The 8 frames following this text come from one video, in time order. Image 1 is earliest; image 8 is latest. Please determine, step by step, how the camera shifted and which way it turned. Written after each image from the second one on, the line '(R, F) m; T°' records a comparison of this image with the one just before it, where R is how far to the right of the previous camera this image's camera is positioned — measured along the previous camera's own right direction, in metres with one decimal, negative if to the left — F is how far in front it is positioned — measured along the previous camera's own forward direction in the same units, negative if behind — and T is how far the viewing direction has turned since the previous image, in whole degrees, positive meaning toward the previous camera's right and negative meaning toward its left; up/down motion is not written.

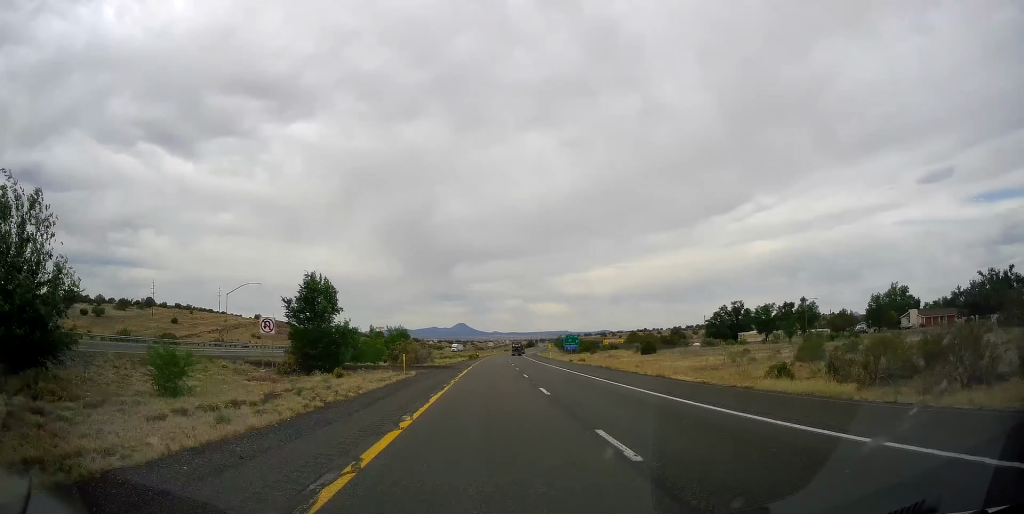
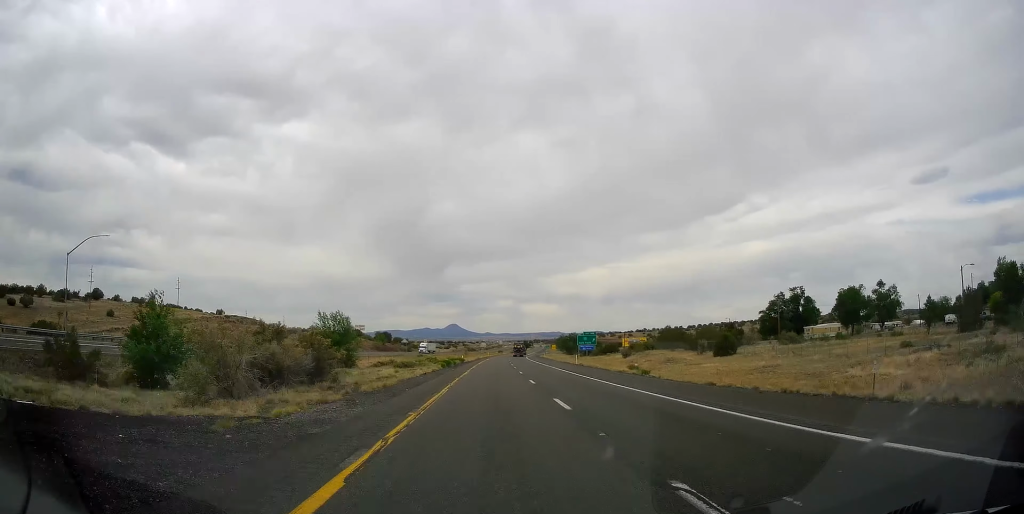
(+0.2, +41.7) m; +1°
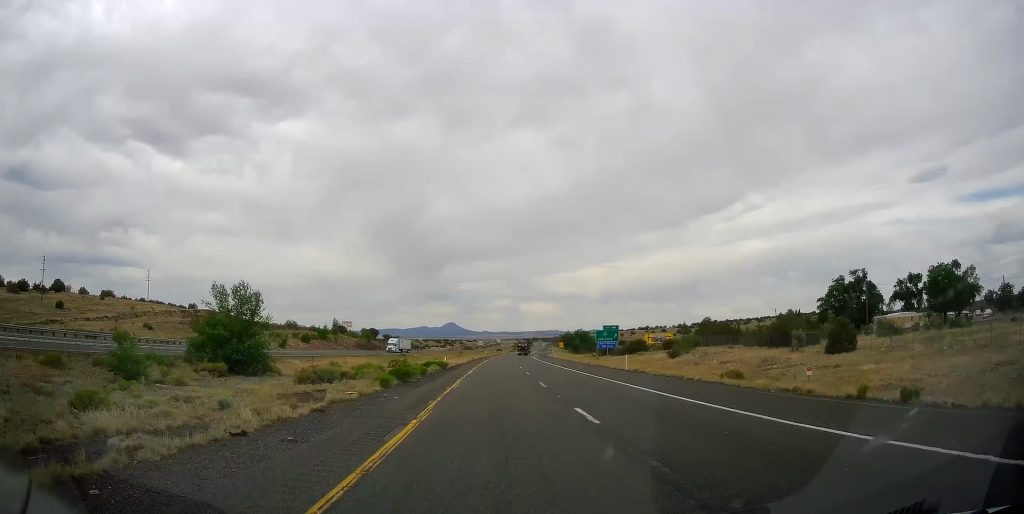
(+0.4, +27.8) m; +1°
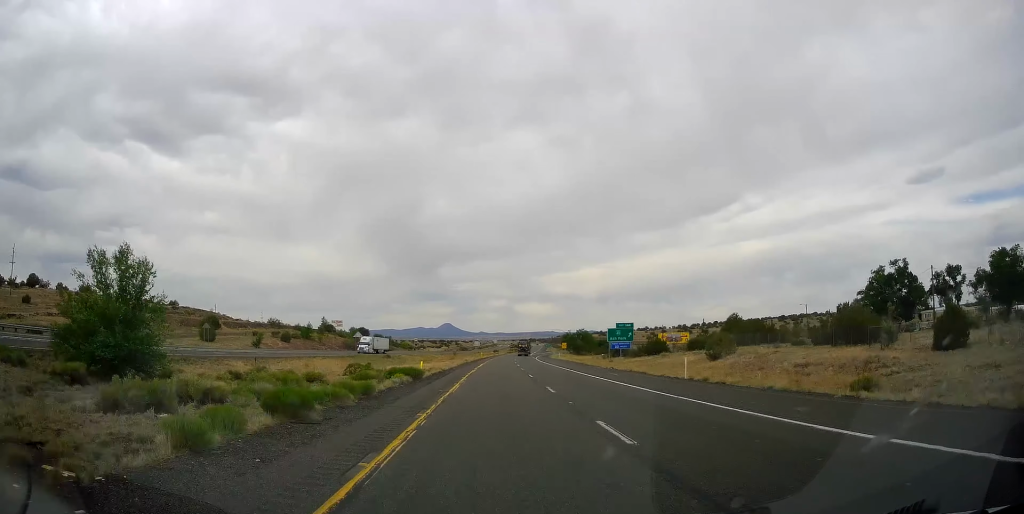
(-0.2, +15.1) m; 0°
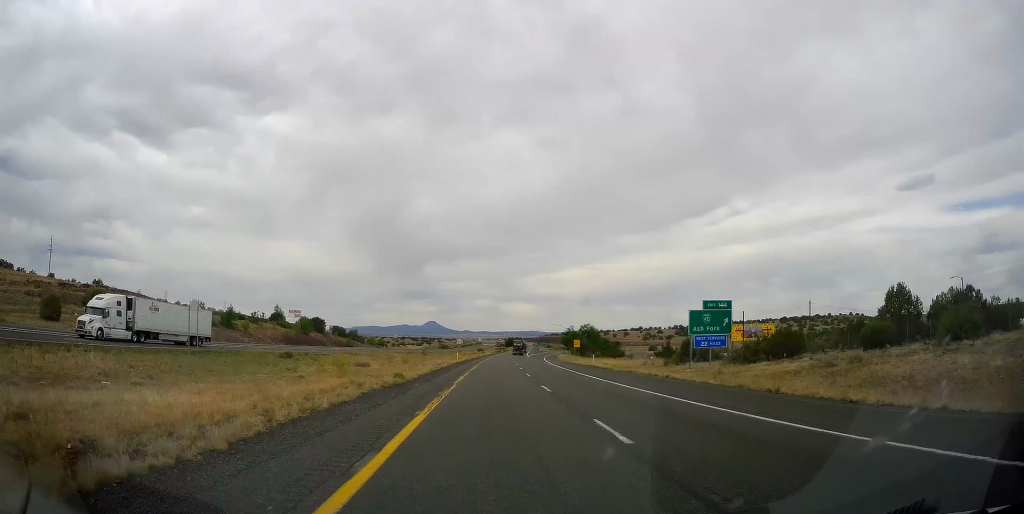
(+0.3, +48.8) m; +1°
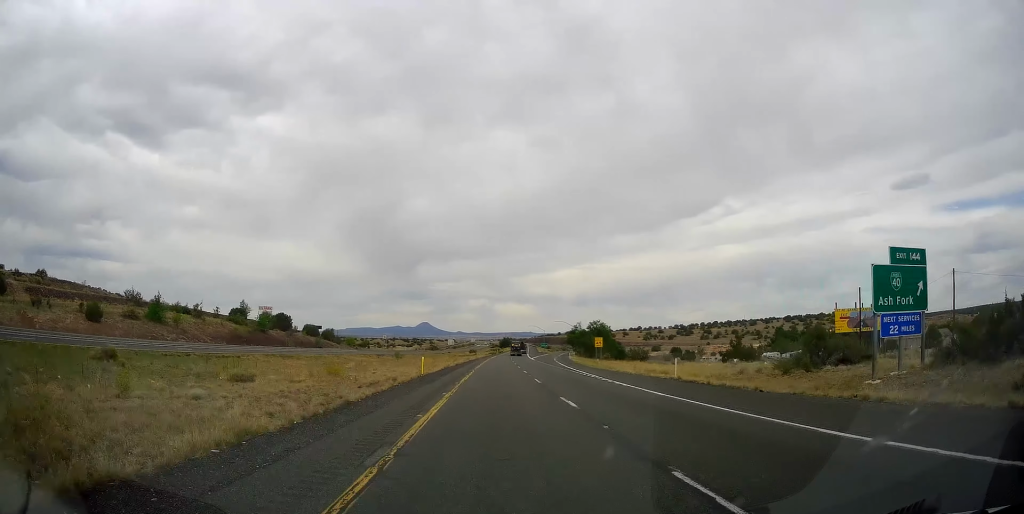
(+0.1, +30.1) m; +1°
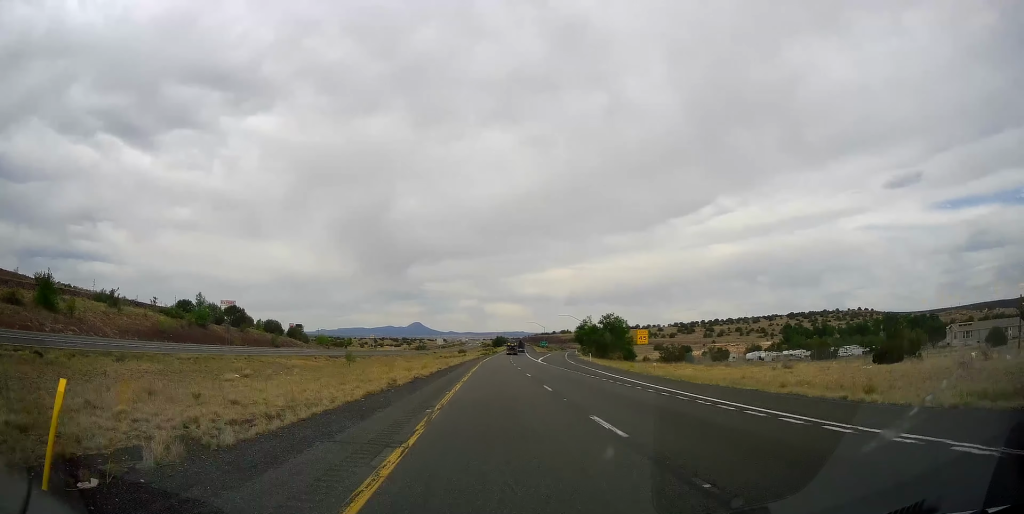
(+0.3, +30.3) m; +1°
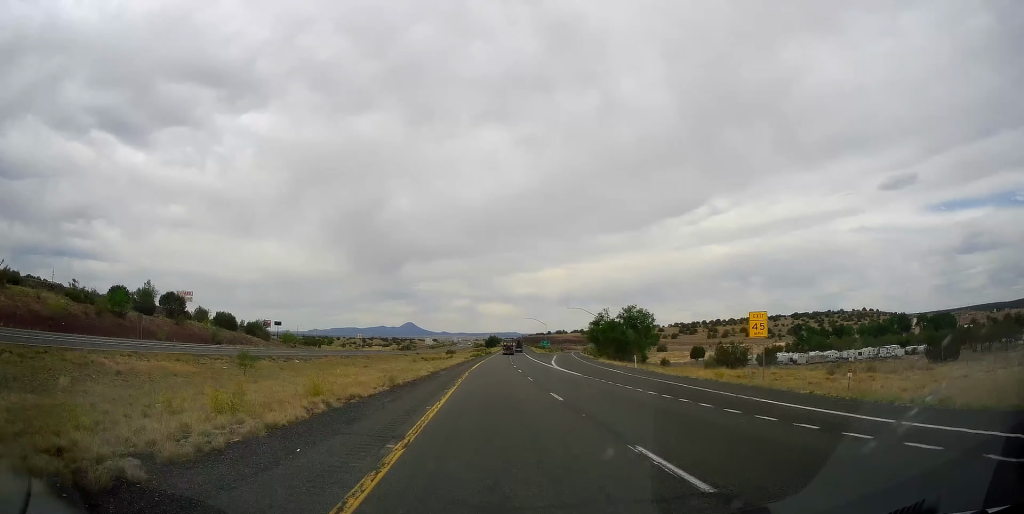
(+0.1, +29.0) m; +1°
